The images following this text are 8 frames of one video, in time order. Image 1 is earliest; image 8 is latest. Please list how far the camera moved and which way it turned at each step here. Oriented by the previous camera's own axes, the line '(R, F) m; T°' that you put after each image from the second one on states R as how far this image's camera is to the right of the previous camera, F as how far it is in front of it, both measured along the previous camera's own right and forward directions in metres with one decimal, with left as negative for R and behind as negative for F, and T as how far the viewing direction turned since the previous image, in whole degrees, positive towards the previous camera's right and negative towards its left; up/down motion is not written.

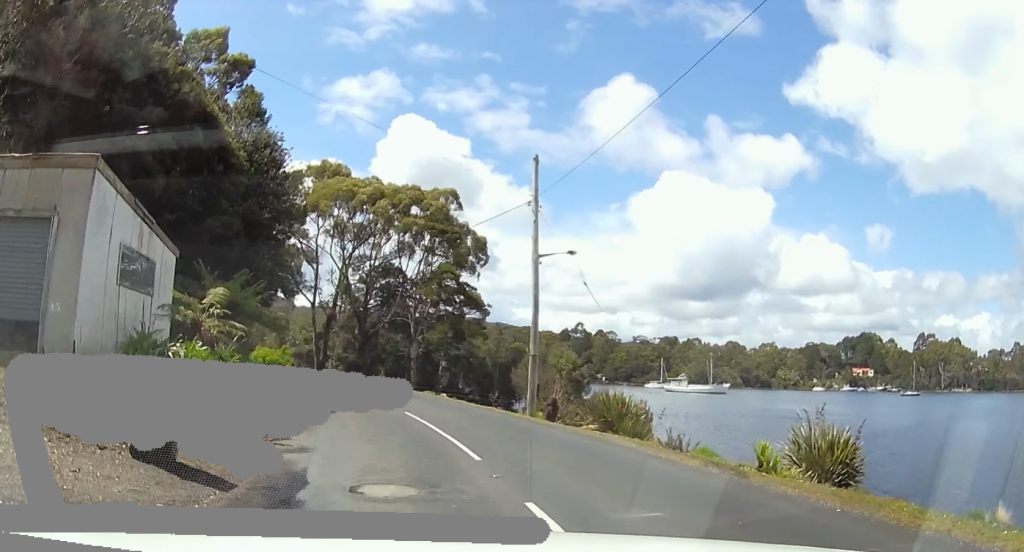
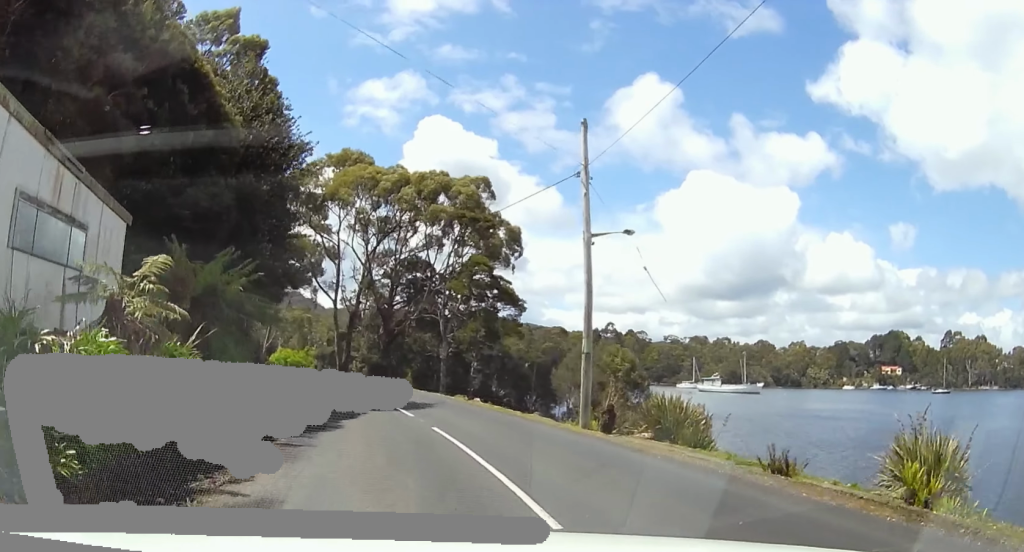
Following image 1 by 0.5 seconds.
(+0.1, +4.4) m; -2°
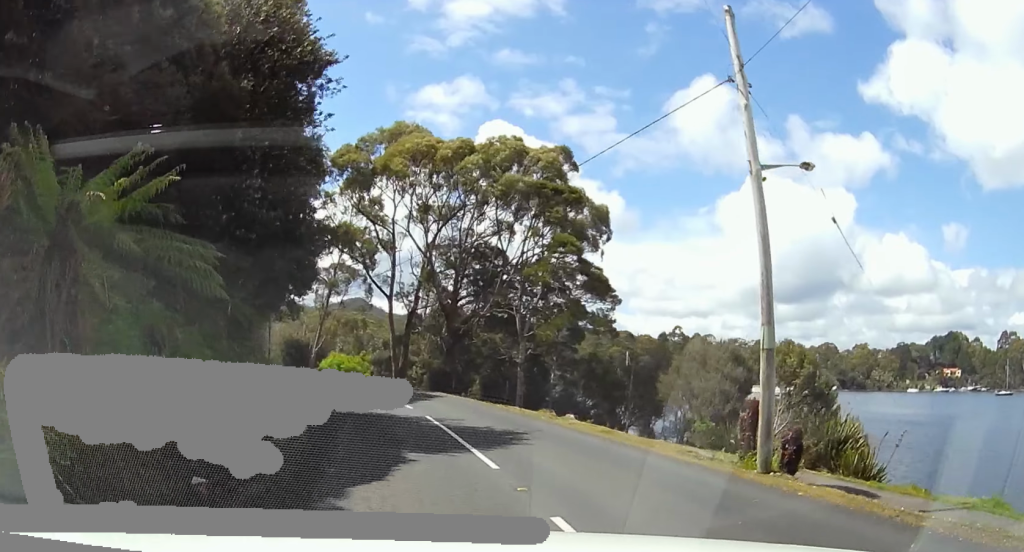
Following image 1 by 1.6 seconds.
(-0.4, +8.7) m; -3°
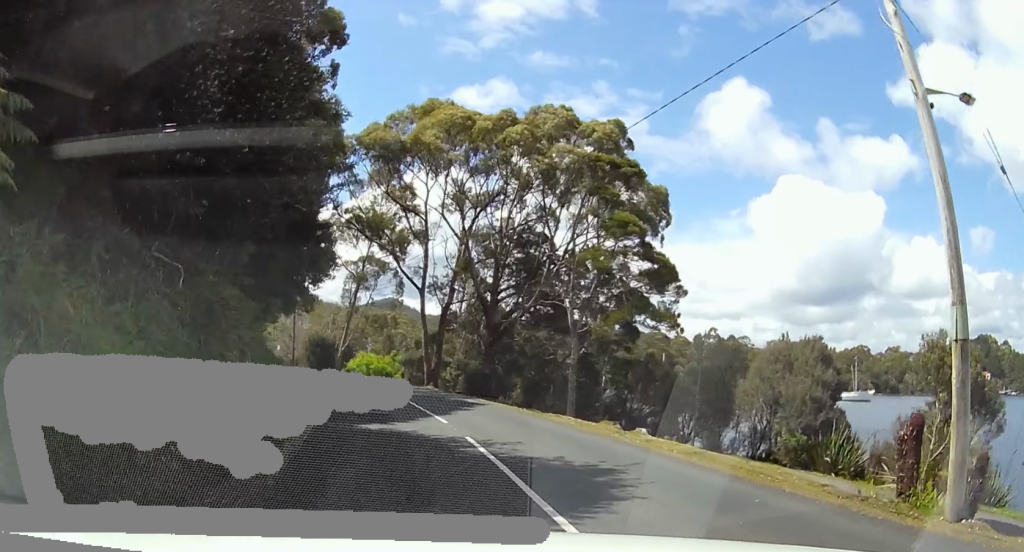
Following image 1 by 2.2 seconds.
(0.0, +5.1) m; -2°
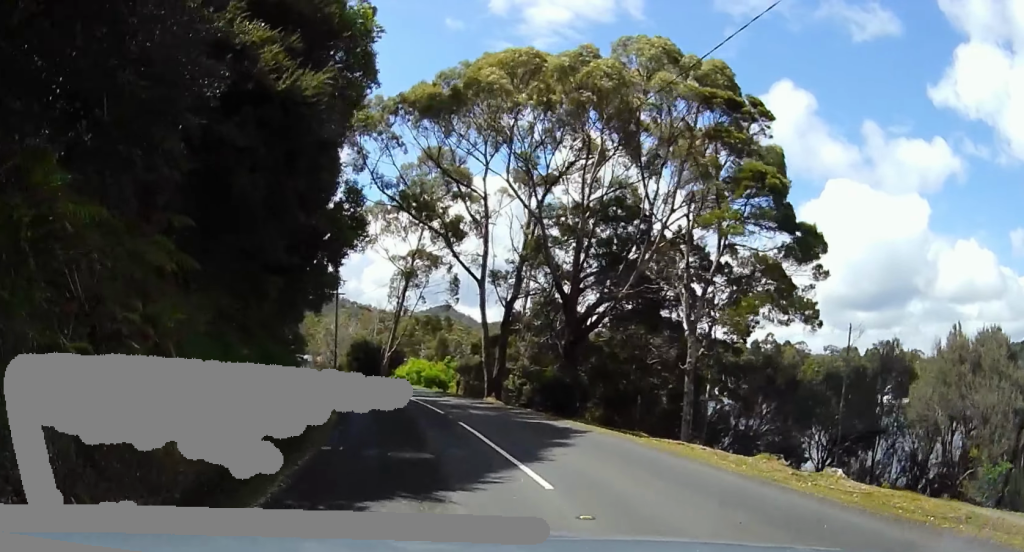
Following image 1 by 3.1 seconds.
(-0.3, +8.3) m; -6°
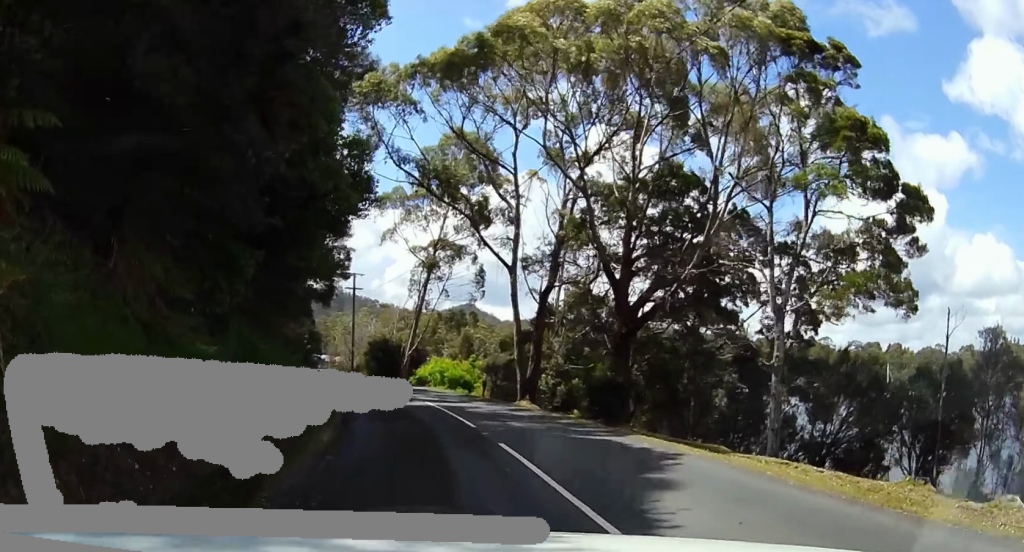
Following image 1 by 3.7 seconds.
(0.0, +4.6) m; -4°
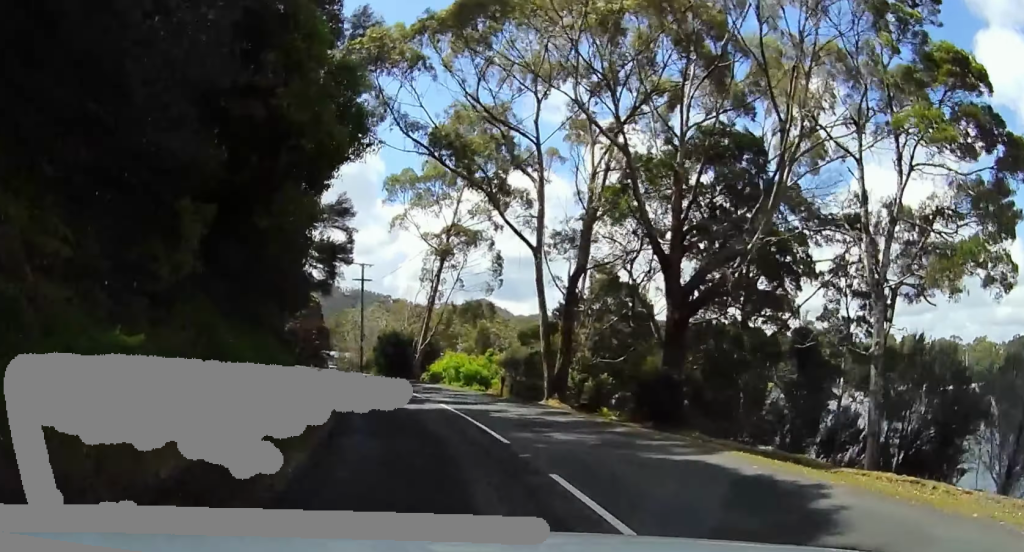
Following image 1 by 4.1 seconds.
(-0.3, +4.0) m; -2°
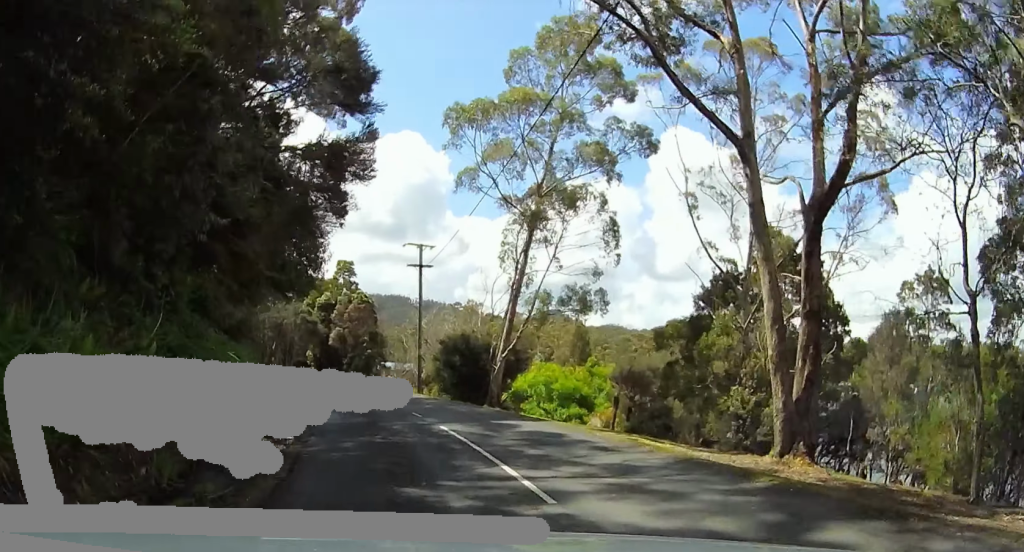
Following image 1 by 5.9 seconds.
(-0.6, +15.1) m; -4°
